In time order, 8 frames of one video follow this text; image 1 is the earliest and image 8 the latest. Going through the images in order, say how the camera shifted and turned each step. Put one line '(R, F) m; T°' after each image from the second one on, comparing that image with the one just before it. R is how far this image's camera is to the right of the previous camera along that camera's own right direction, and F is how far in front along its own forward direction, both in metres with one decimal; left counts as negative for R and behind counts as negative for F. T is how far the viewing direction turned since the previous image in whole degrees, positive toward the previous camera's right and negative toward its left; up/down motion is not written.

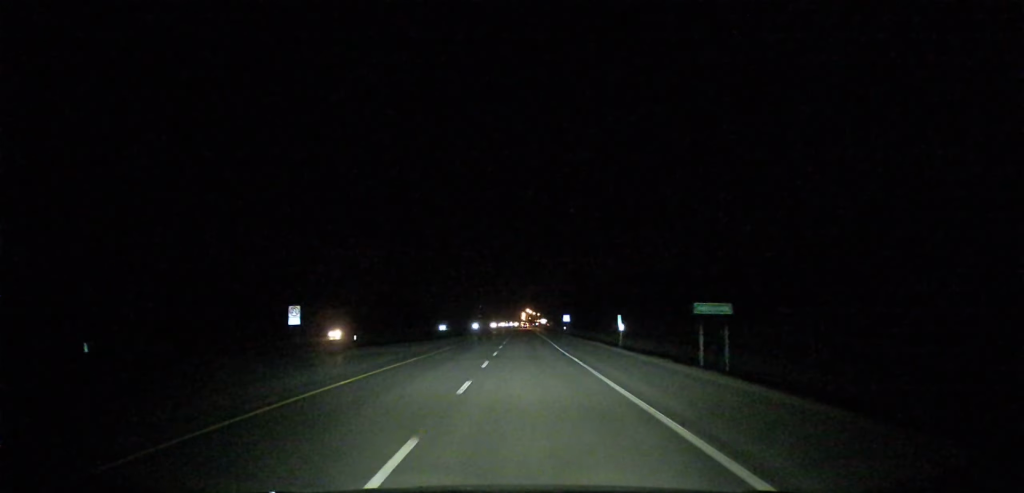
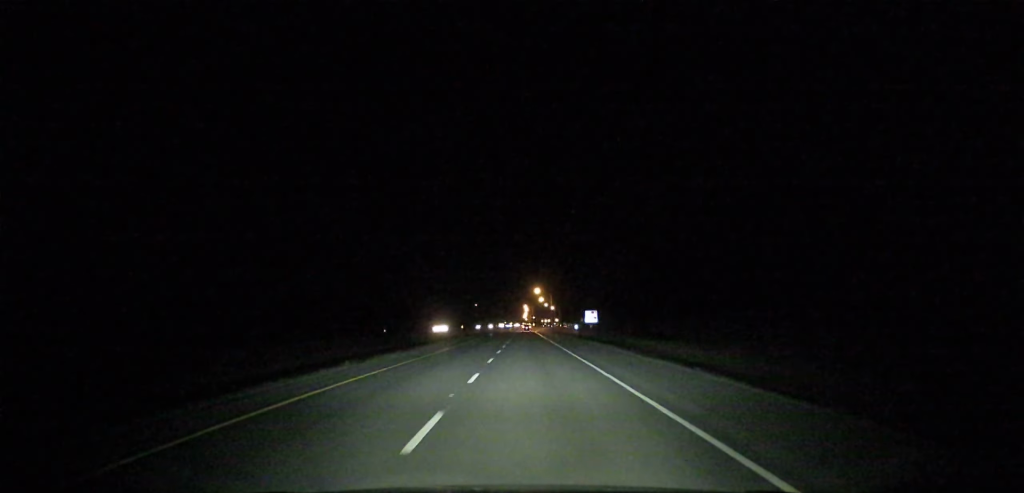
(-0.3, +326.0) m; 0°
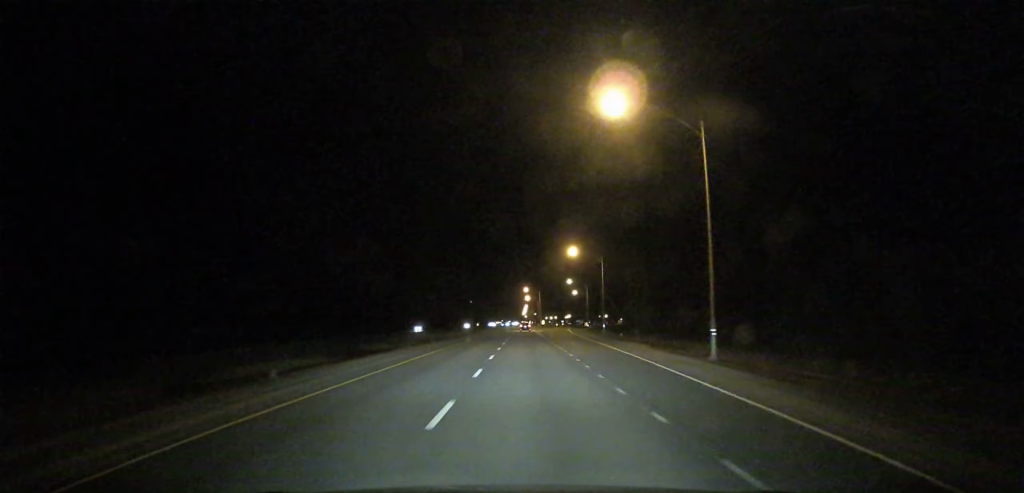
(-0.5, +186.6) m; 0°
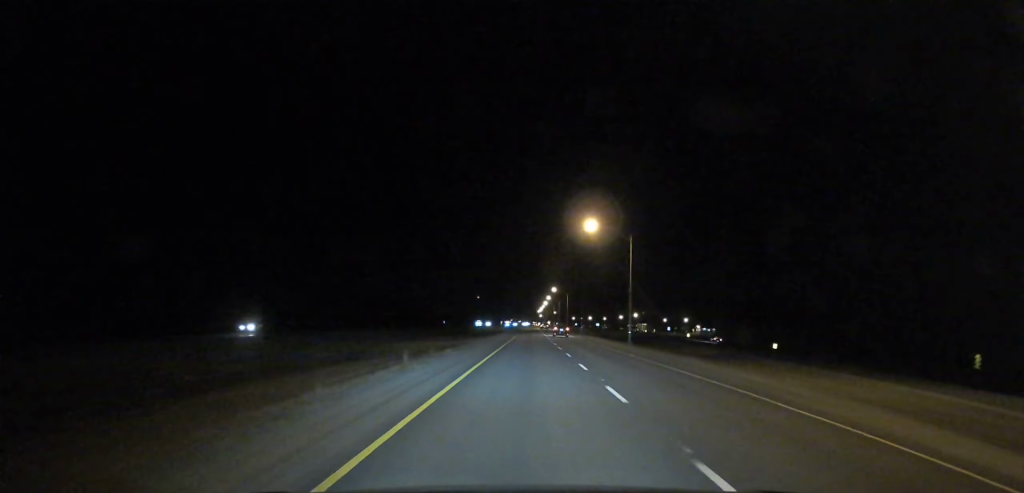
(-0.3, +252.1) m; 0°
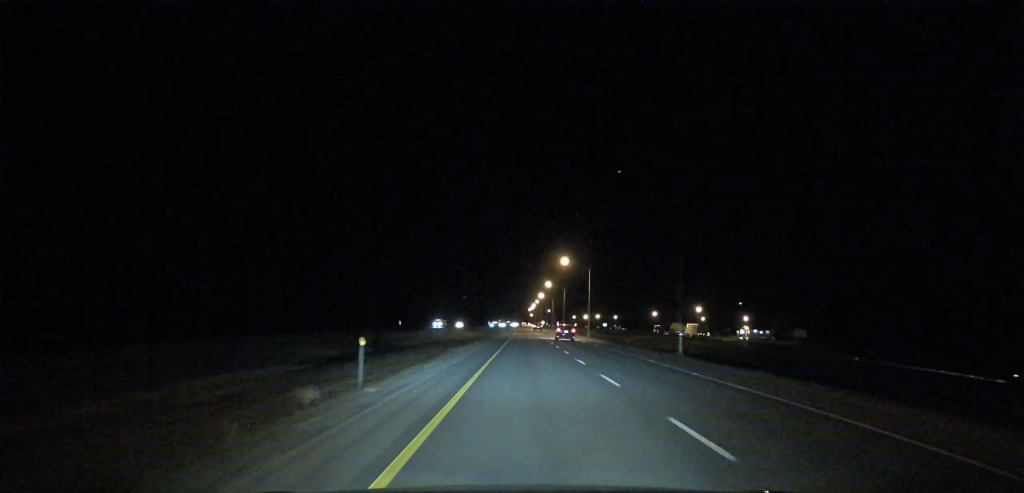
(0.0, +124.9) m; 0°
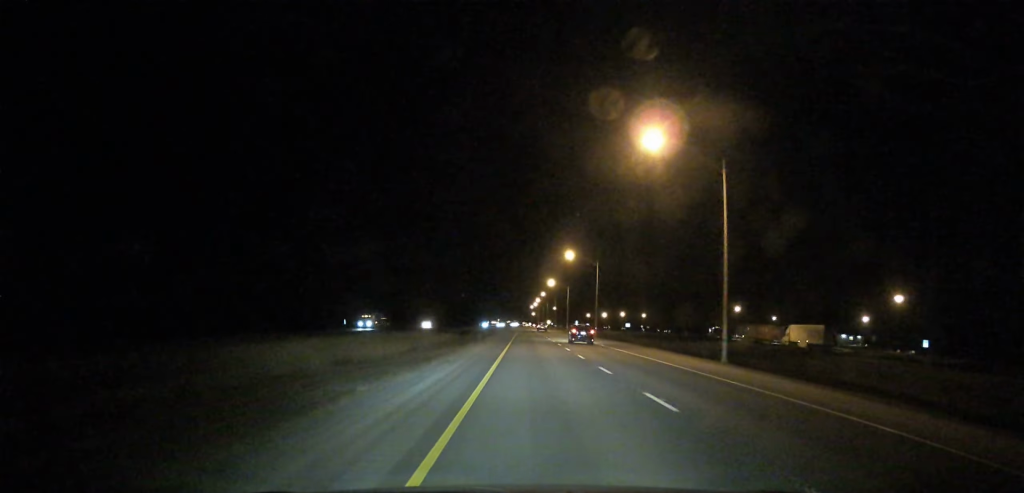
(+0.2, +109.3) m; 0°
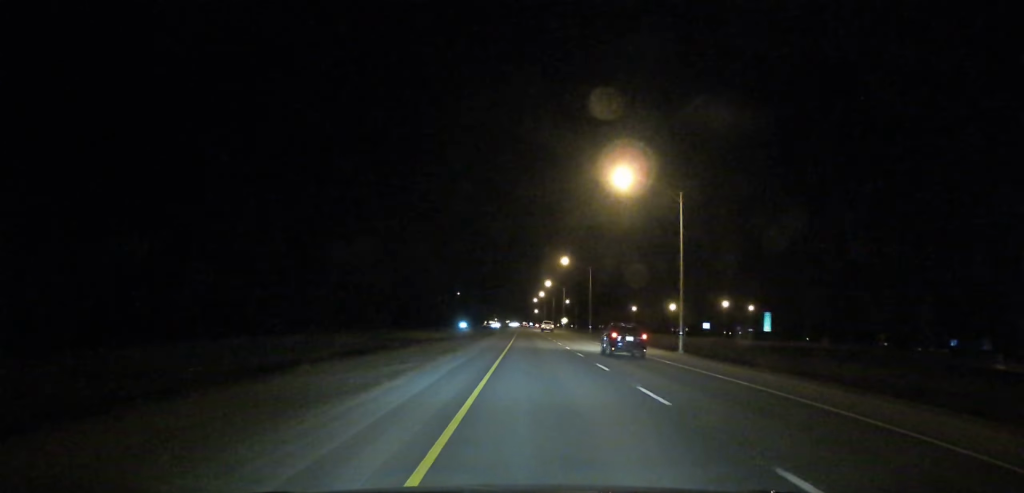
(+0.1, +165.3) m; 0°
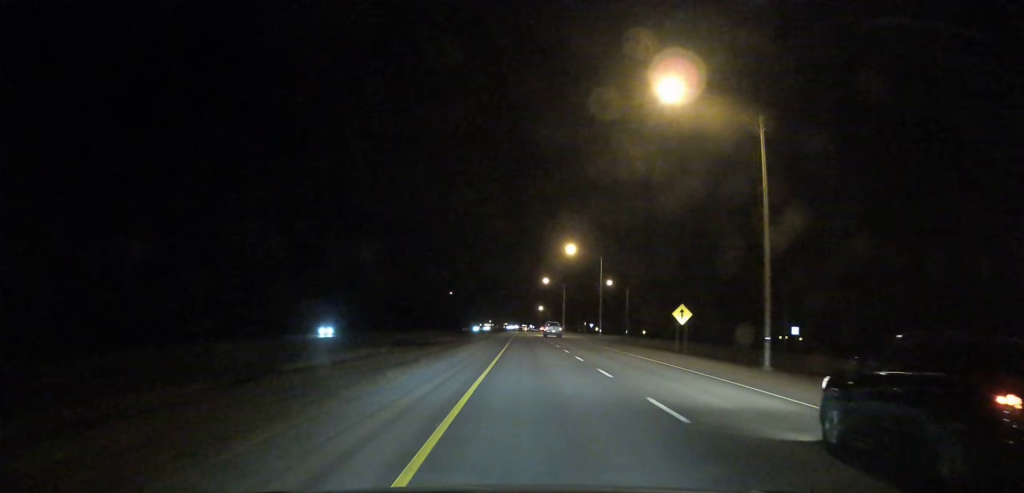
(-0.1, +174.8) m; 0°
